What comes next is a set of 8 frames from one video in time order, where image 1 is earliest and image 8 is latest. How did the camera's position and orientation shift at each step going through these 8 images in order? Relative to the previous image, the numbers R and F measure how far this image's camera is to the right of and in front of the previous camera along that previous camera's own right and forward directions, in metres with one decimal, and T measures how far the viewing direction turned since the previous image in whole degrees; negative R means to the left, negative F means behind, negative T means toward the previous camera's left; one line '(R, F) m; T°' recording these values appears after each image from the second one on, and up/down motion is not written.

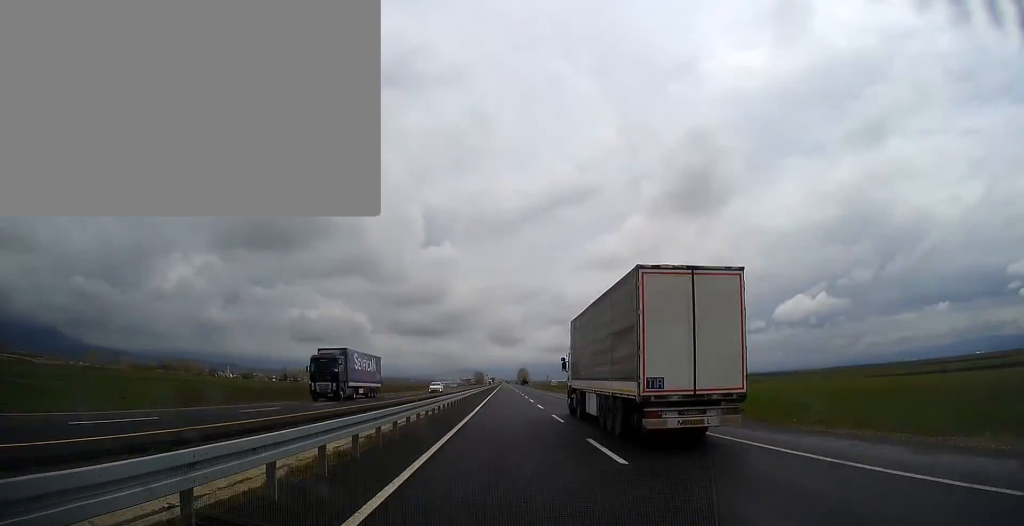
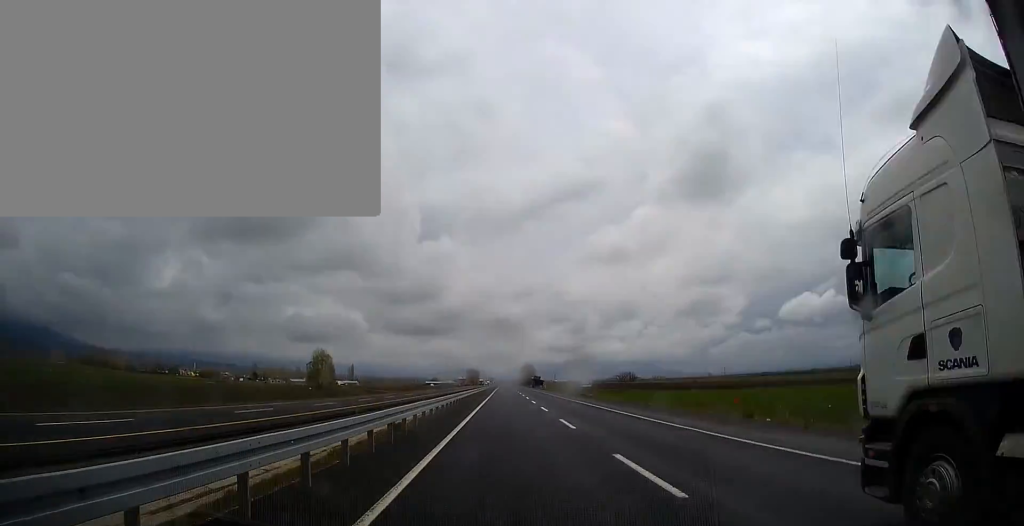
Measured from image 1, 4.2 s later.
(+0.1, +116.7) m; 0°
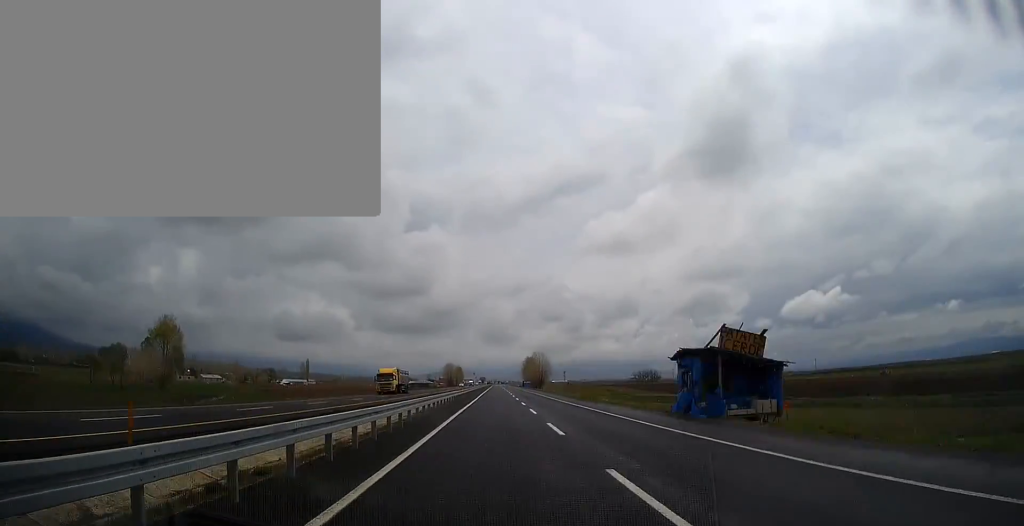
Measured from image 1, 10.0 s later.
(+0.5, +163.9) m; 0°
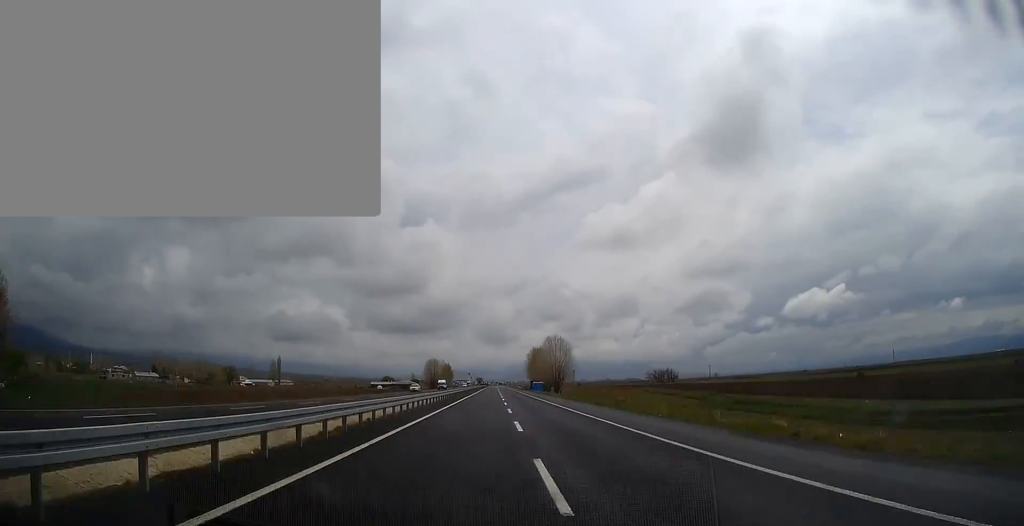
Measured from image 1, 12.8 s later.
(+0.3, +80.1) m; 0°
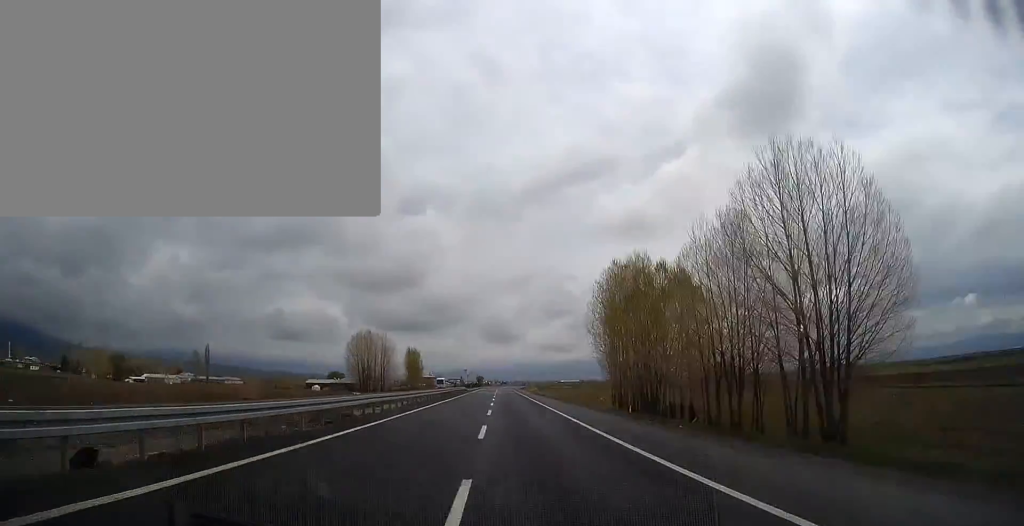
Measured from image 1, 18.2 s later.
(0.0, +155.2) m; 0°
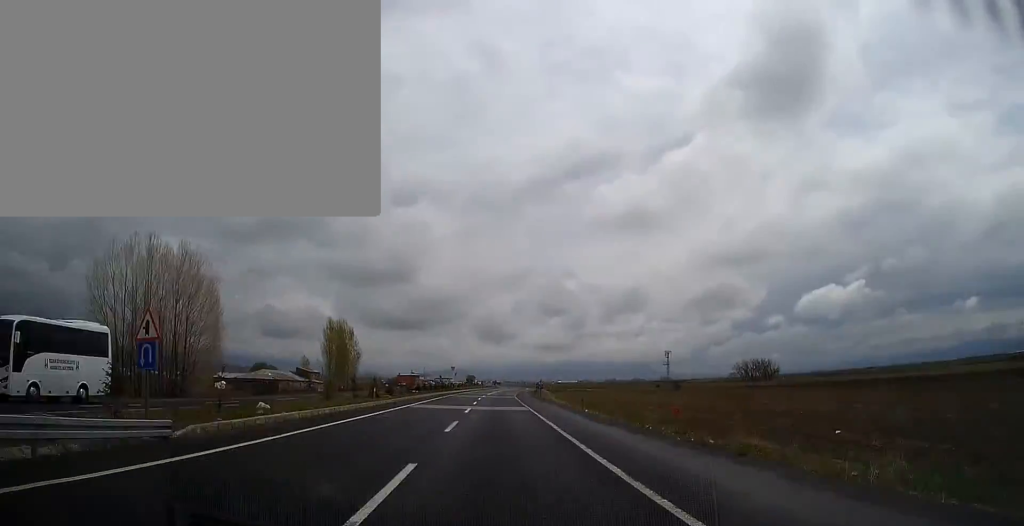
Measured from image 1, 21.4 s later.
(-0.2, +92.3) m; 0°
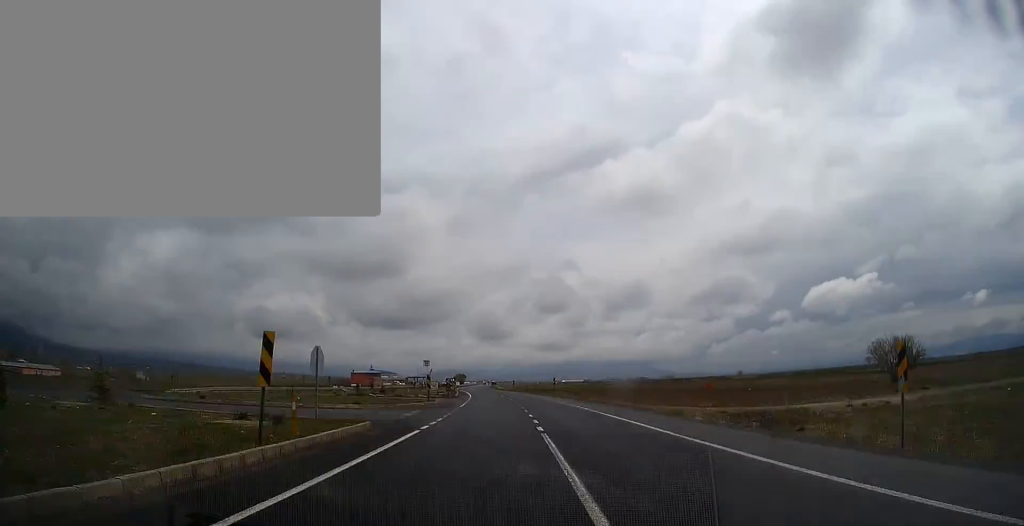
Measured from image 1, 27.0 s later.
(+1.0, +162.5) m; -1°
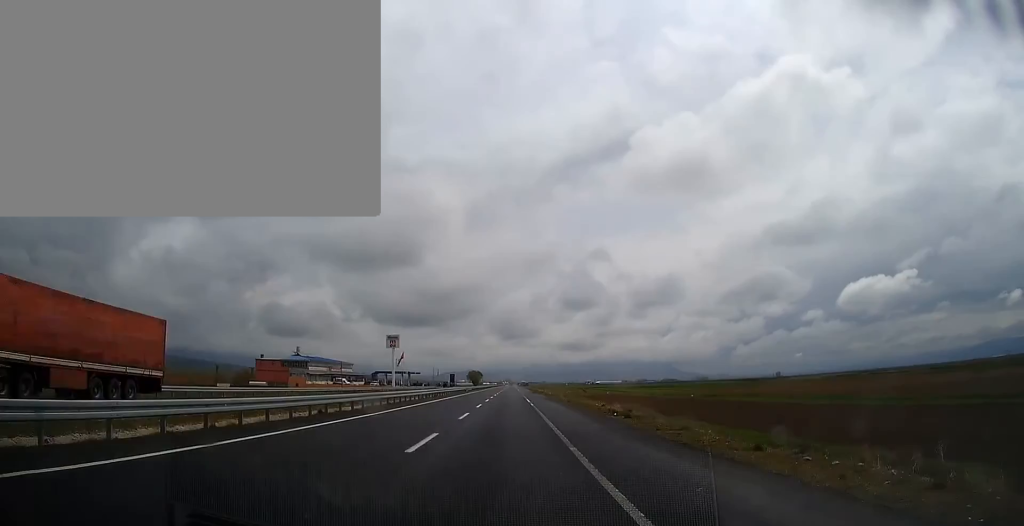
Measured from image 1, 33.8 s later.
(-3.8, +197.7) m; -1°
